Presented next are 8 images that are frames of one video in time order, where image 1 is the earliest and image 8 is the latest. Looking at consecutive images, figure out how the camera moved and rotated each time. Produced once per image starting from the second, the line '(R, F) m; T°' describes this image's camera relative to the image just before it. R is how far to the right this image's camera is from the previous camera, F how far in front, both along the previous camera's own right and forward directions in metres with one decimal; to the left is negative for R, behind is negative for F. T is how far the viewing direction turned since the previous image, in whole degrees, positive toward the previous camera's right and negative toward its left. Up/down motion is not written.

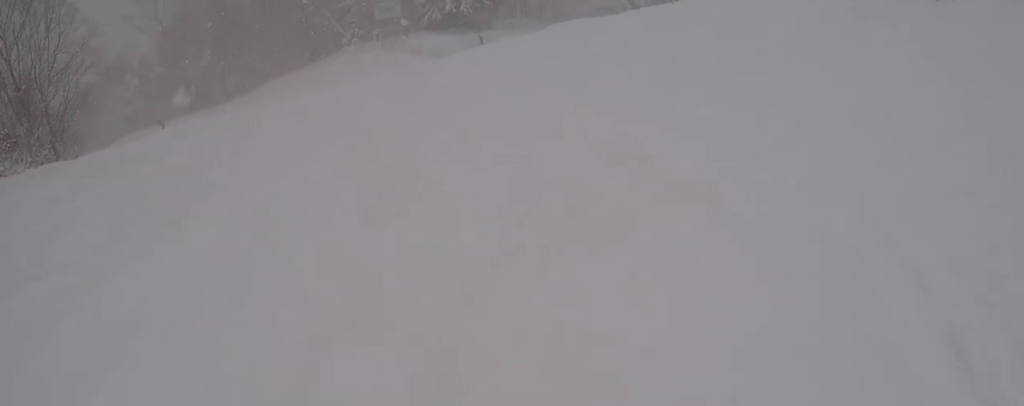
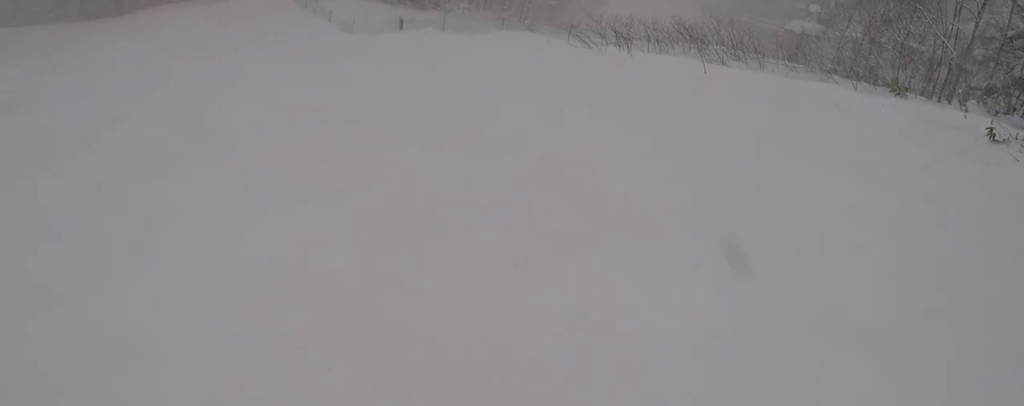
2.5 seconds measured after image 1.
(+2.3, +12.0) m; -10°
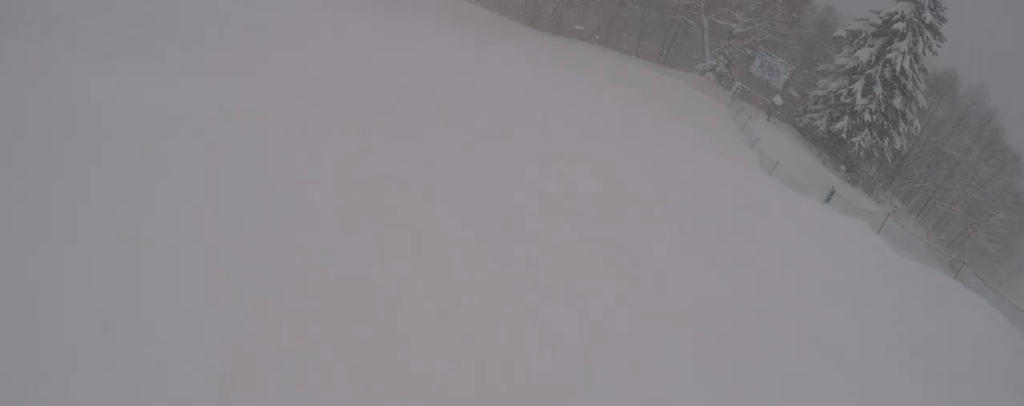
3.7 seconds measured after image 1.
(-2.1, +5.5) m; -50°
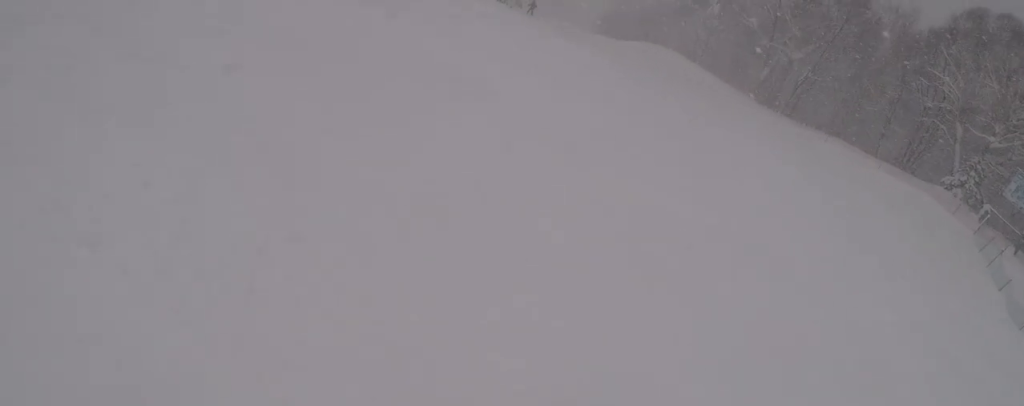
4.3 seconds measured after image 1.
(-0.8, +2.8) m; -13°
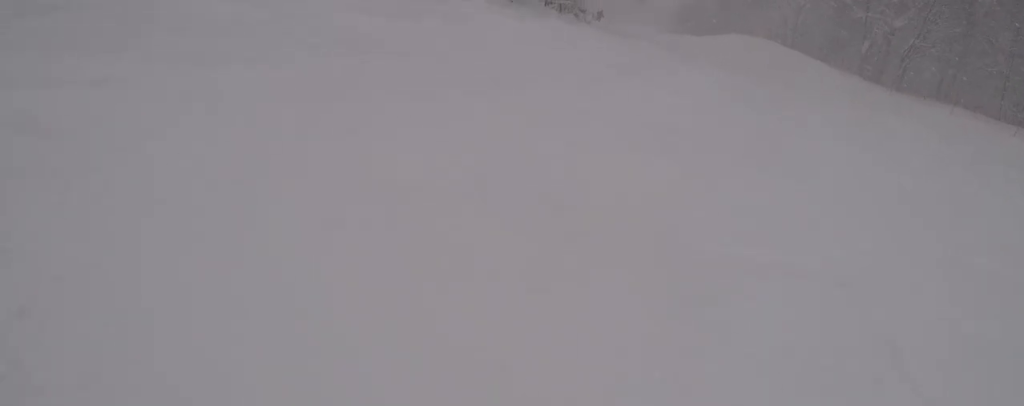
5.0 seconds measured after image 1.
(-1.0, +3.2) m; -5°
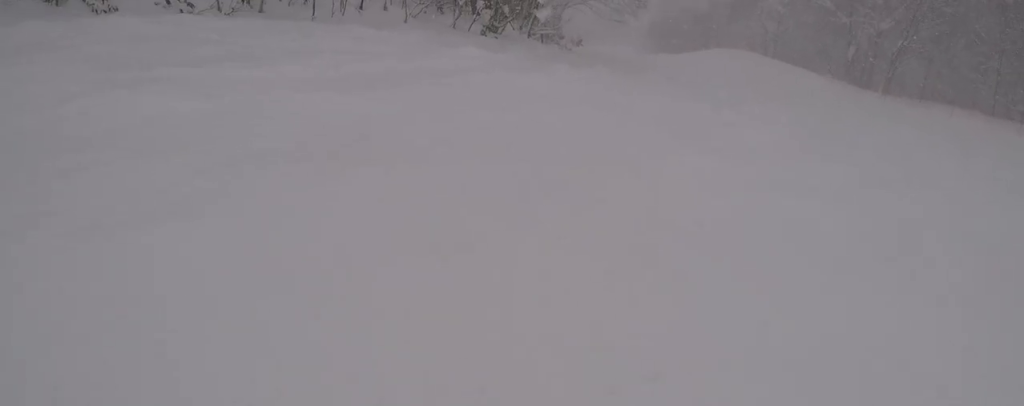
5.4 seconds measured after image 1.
(+0.5, +2.1) m; +9°
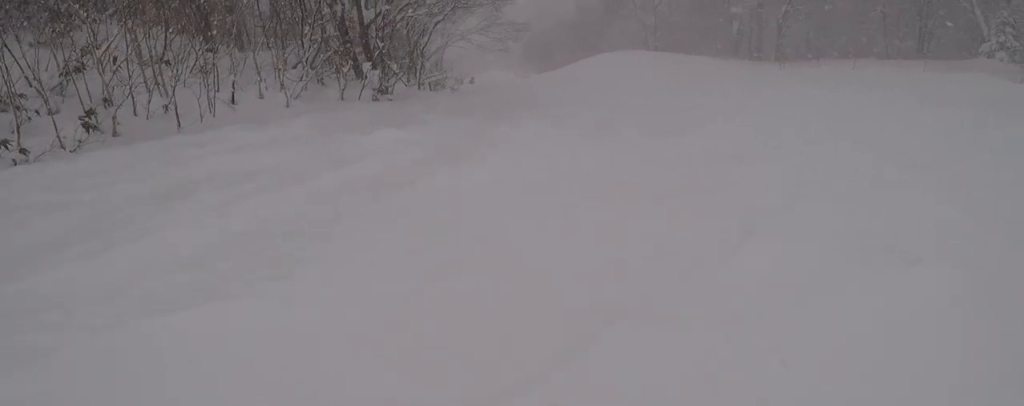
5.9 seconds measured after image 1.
(+0.2, +2.6) m; +11°
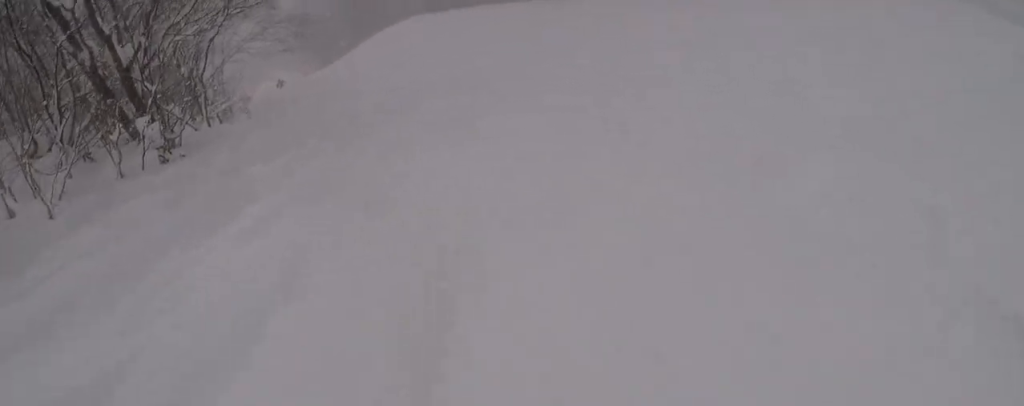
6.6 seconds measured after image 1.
(+0.5, +3.5) m; +29°
